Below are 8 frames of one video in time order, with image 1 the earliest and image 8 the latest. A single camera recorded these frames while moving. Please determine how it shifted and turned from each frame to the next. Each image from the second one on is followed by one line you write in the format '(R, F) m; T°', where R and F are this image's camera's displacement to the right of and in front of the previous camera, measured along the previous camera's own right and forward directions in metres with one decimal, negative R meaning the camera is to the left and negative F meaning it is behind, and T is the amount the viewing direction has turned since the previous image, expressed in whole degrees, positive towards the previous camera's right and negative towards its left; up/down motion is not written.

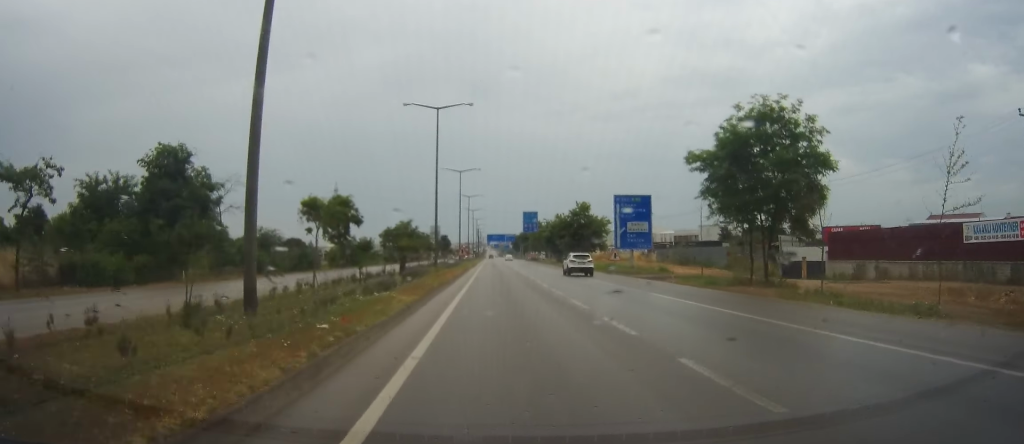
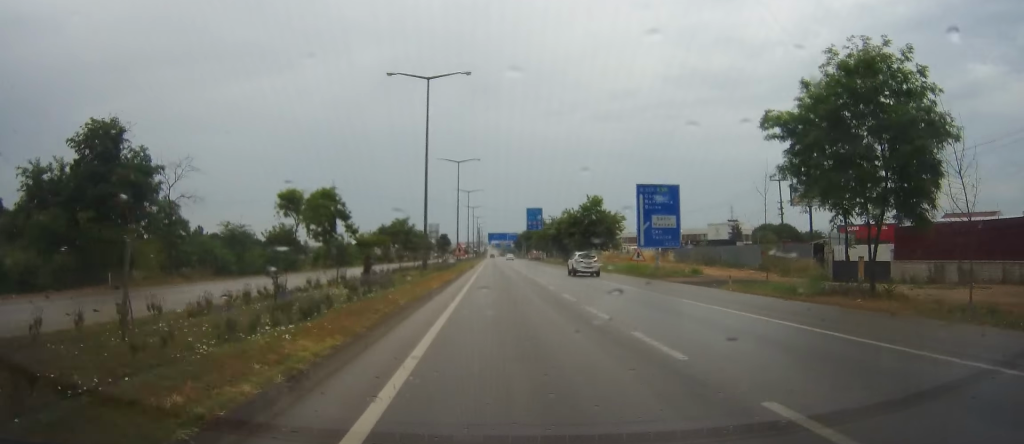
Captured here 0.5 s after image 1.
(-0.2, +8.7) m; +1°
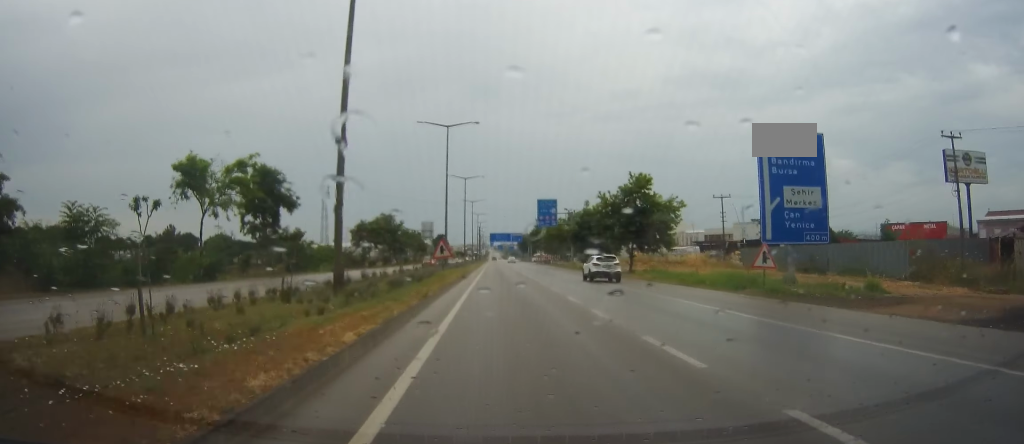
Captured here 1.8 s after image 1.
(+0.5, +24.5) m; +1°
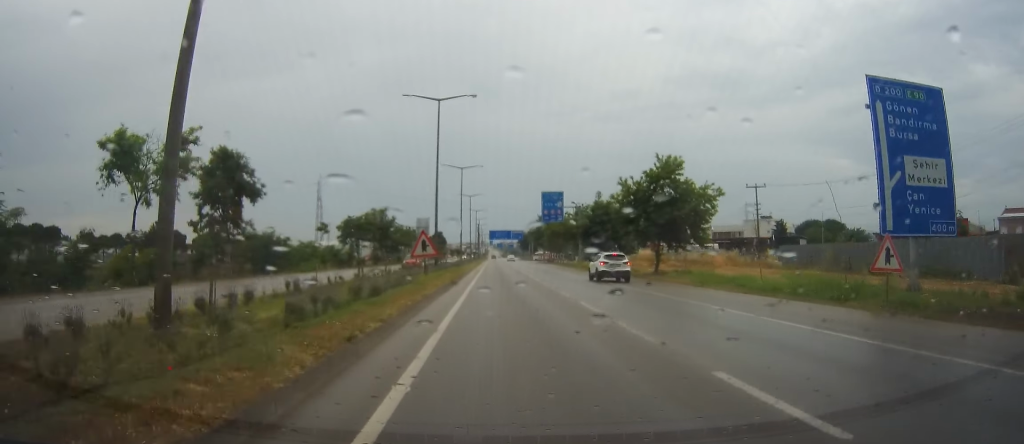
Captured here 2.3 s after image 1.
(-0.3, +9.4) m; 0°
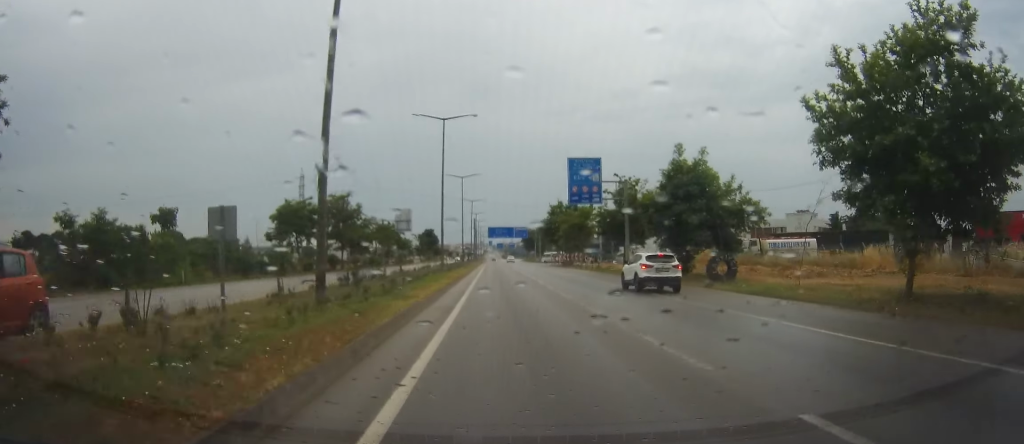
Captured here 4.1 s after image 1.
(+0.7, +32.9) m; +1°
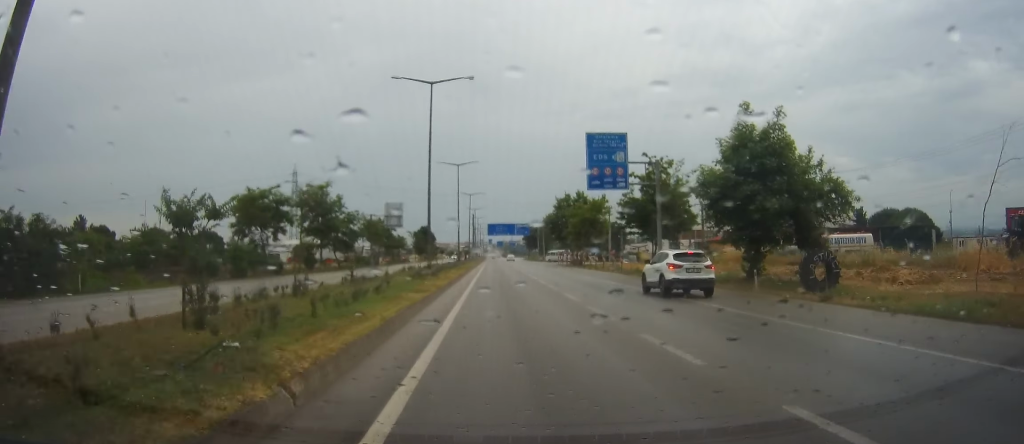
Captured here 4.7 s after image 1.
(0.0, +11.4) m; -1°
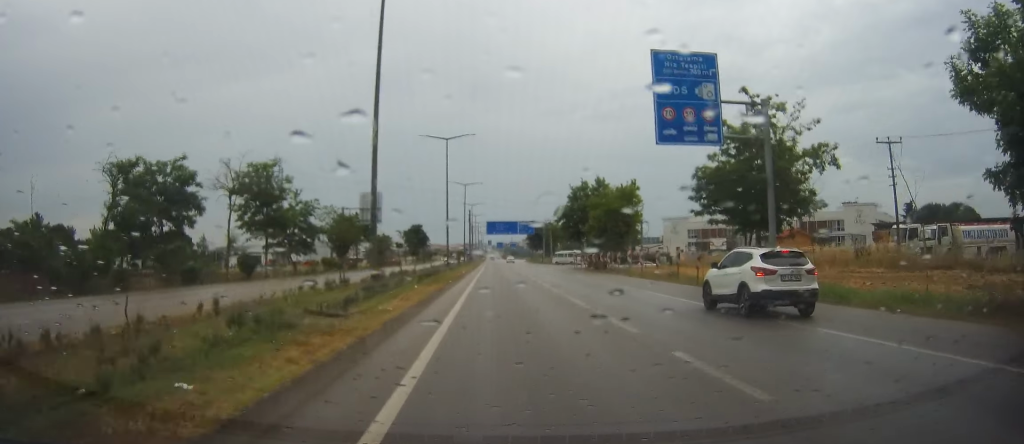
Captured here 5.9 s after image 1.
(-0.5, +20.7) m; -1°
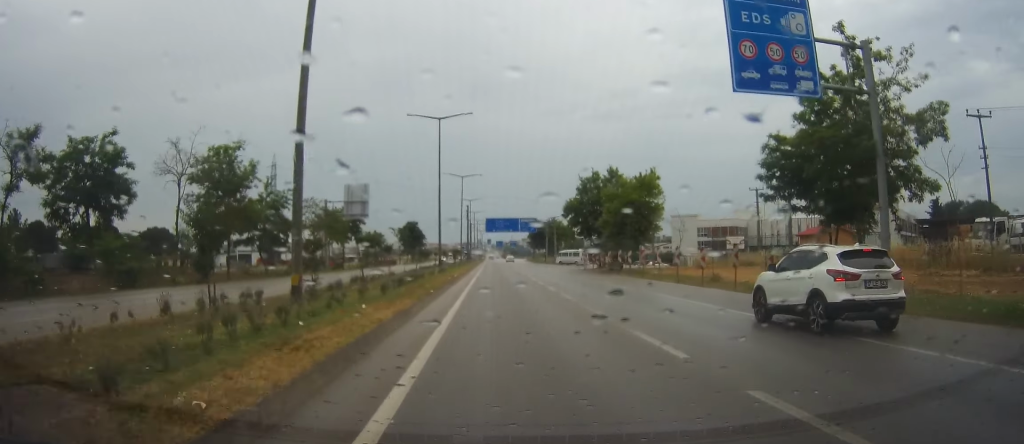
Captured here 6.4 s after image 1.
(0.0, +9.1) m; 0°
